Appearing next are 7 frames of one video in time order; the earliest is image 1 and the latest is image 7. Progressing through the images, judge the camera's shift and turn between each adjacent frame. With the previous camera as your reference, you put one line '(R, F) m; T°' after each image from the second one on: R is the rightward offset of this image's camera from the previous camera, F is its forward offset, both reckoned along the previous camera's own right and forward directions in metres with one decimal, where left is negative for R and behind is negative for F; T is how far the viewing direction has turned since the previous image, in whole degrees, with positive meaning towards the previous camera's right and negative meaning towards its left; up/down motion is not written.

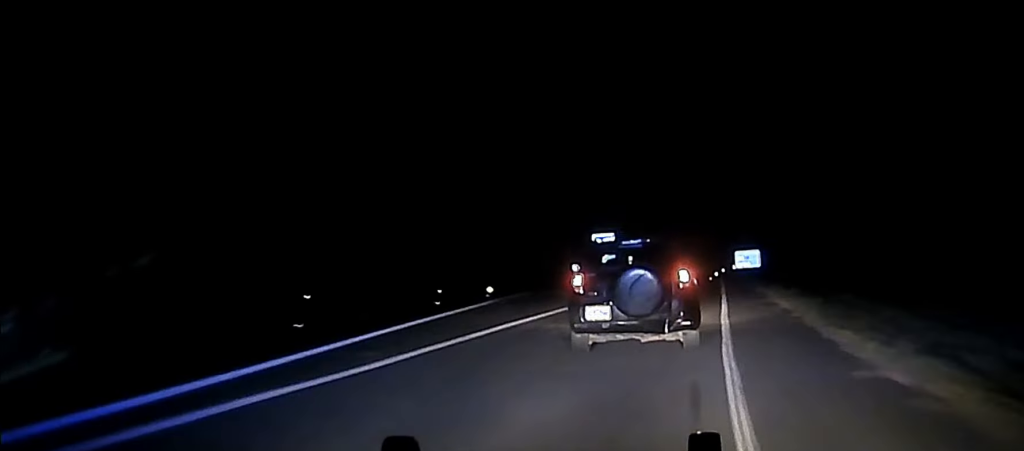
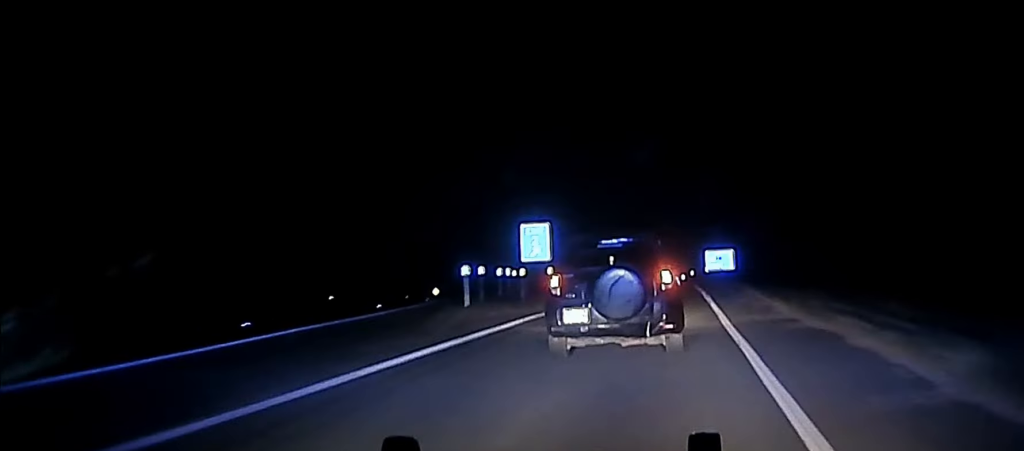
(+0.1, +20.0) m; 0°
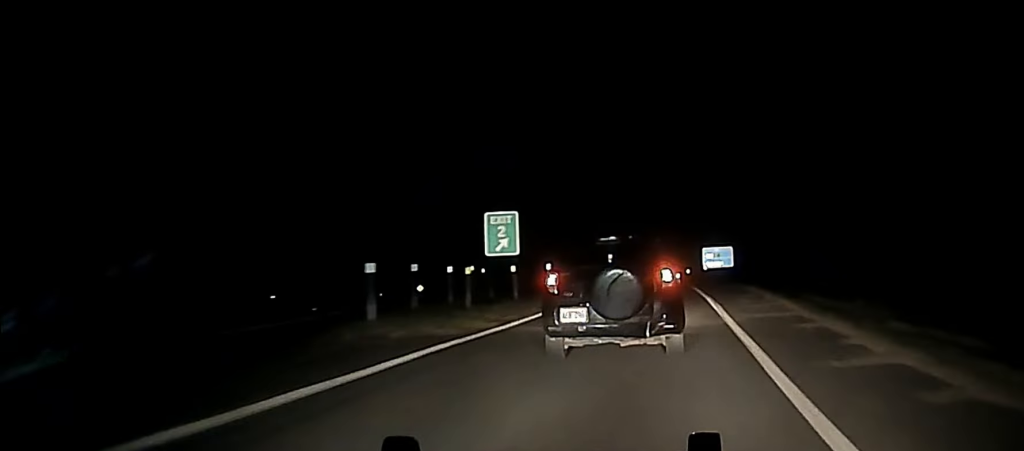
(0.0, +8.5) m; 0°
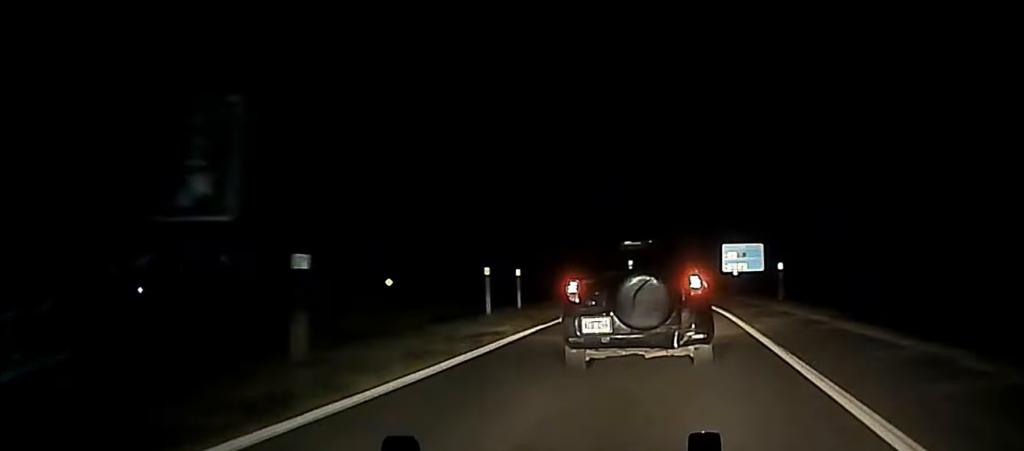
(0.0, +28.3) m; 0°
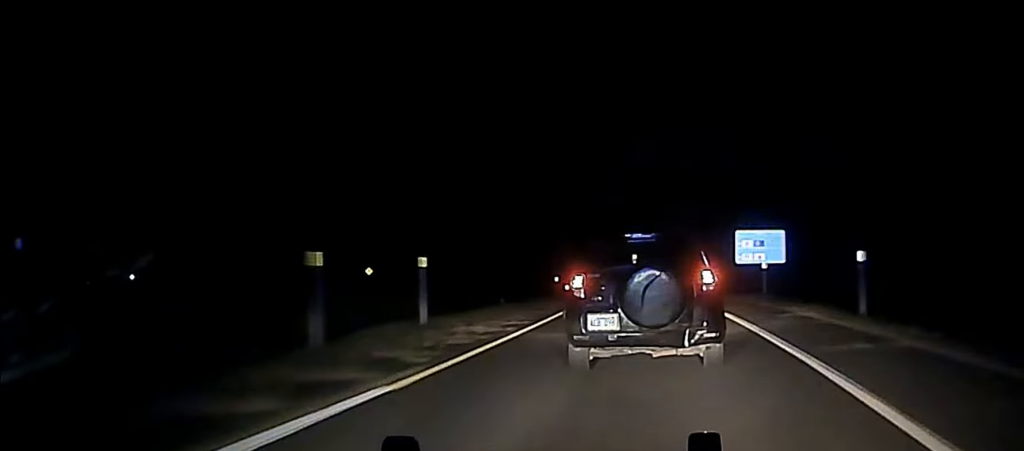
(0.0, +12.7) m; 0°
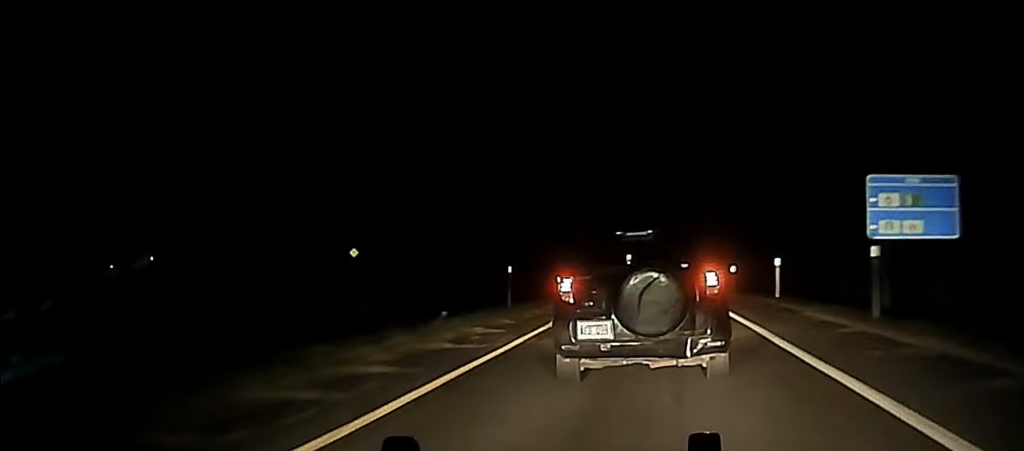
(-0.1, +28.5) m; -1°
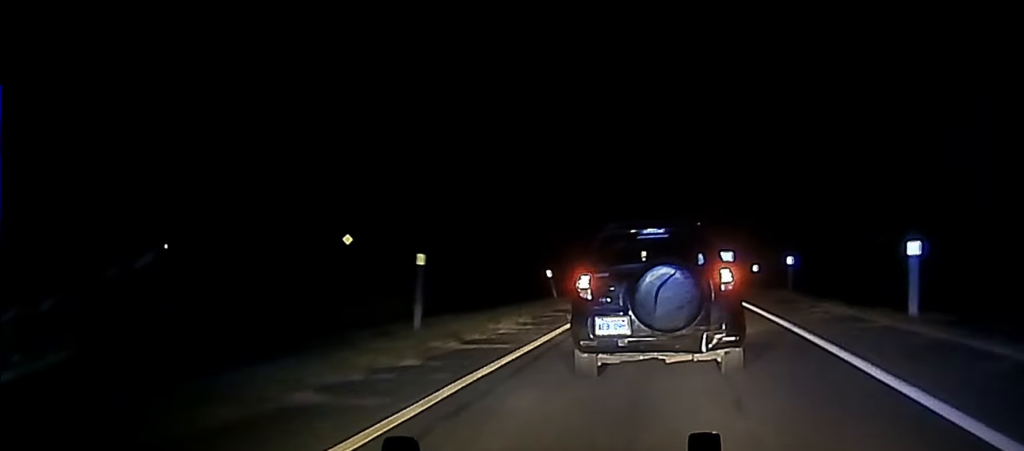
(-0.1, +15.2) m; -1°
